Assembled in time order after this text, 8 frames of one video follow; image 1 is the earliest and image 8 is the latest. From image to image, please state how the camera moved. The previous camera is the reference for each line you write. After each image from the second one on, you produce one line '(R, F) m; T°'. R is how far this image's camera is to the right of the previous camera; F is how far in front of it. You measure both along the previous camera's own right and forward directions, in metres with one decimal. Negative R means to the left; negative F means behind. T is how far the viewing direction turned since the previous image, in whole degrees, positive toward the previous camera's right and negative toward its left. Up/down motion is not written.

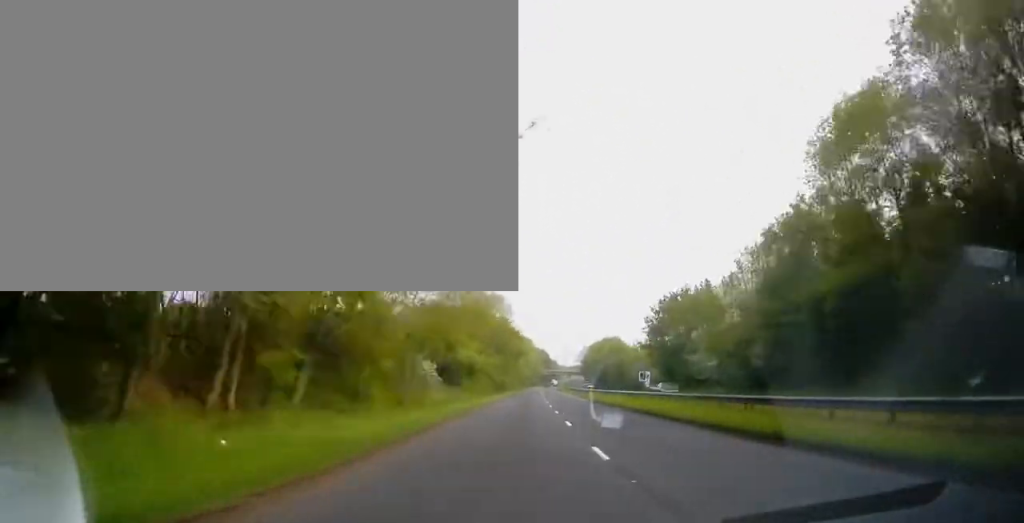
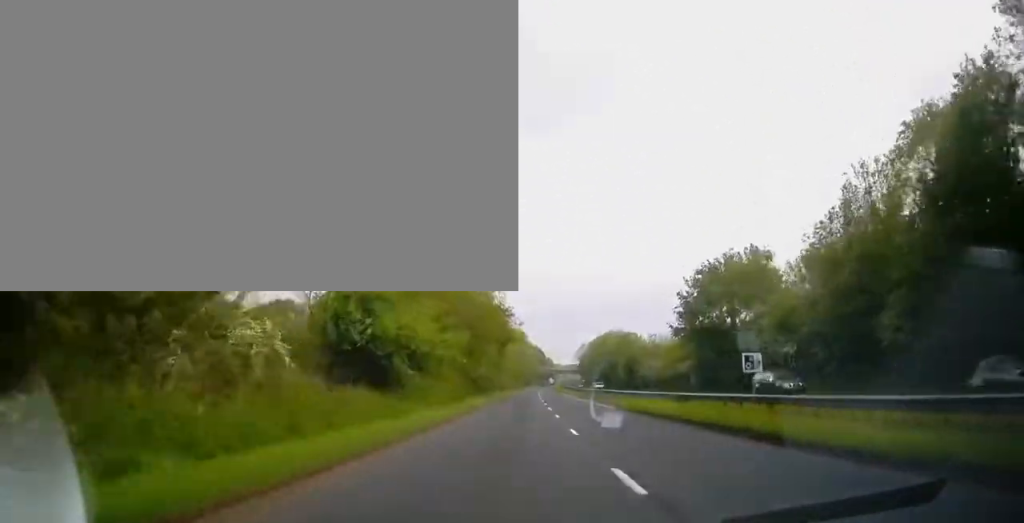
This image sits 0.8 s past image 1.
(+0.2, +22.4) m; 0°
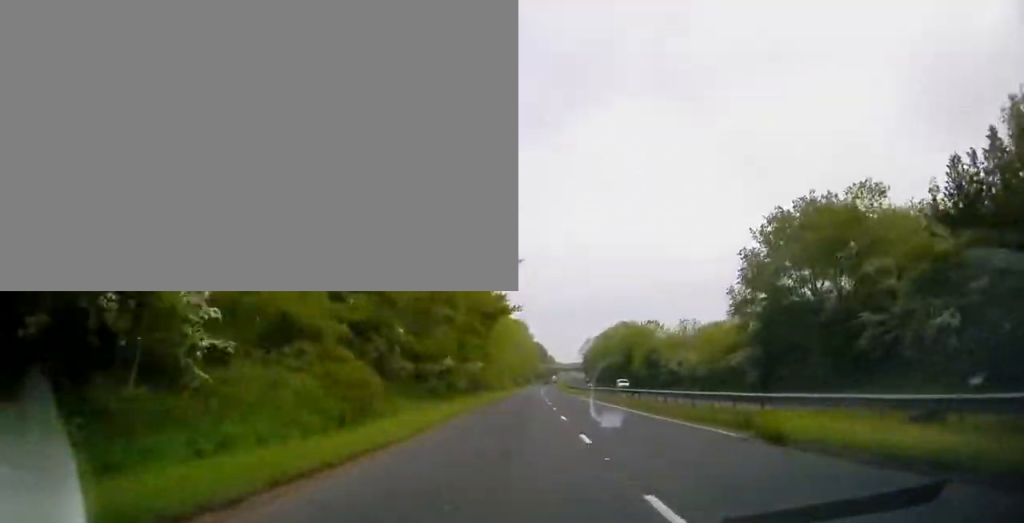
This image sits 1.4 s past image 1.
(0.0, +19.7) m; 0°
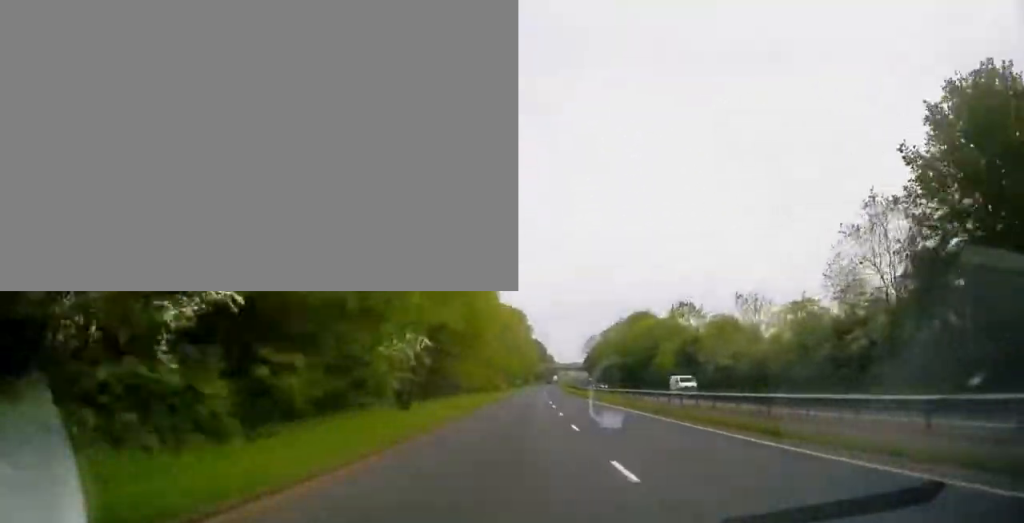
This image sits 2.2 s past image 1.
(+0.1, +22.7) m; 0°
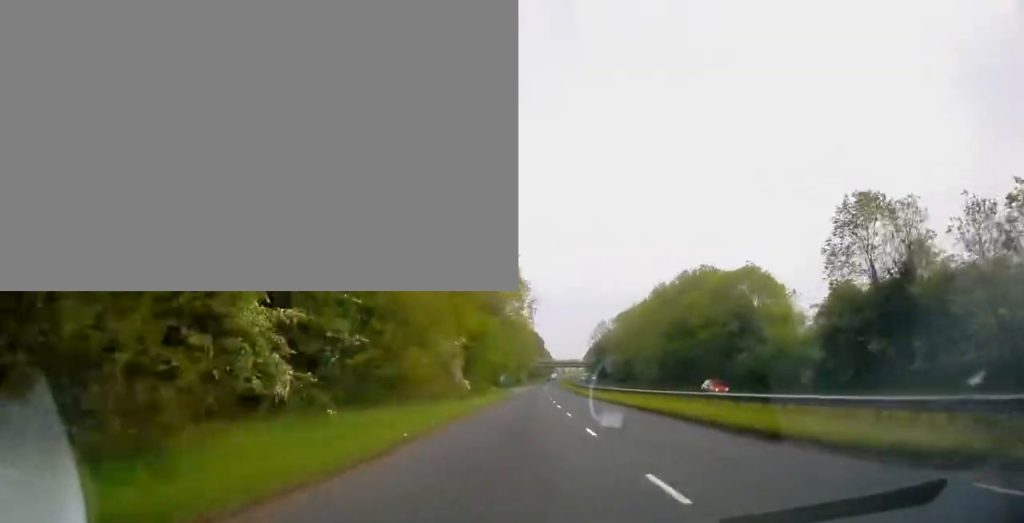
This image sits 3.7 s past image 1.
(+0.3, +44.6) m; 0°
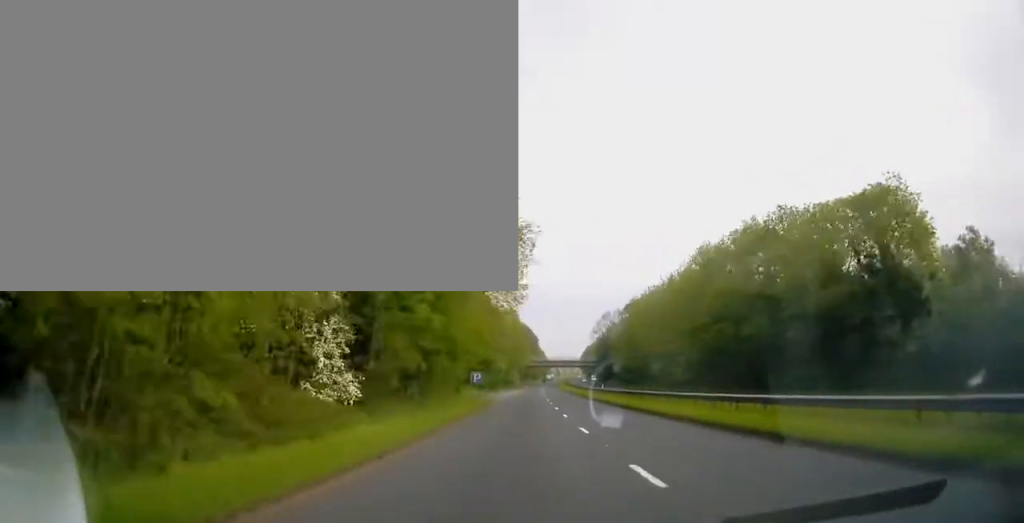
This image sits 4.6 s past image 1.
(0.0, +26.9) m; 0°
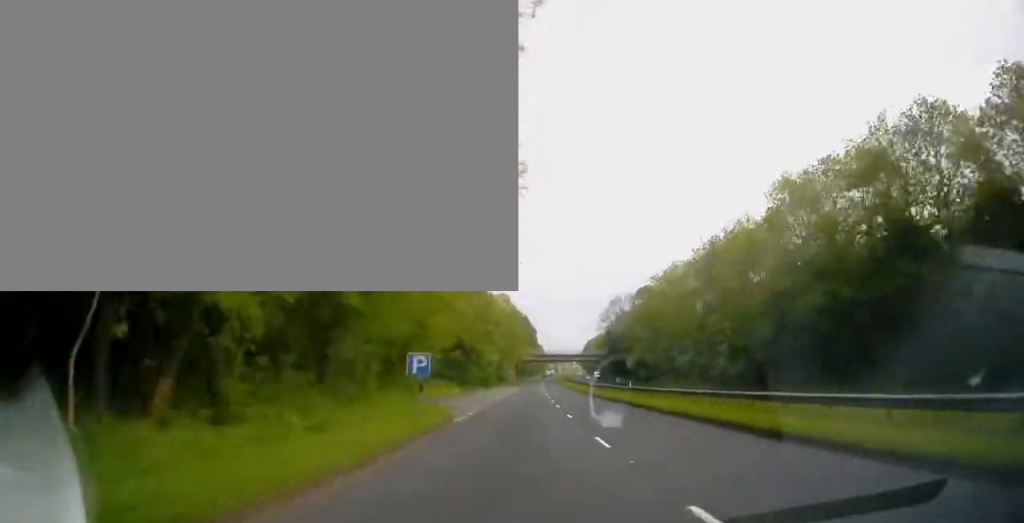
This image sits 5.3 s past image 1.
(+0.1, +21.1) m; +1°
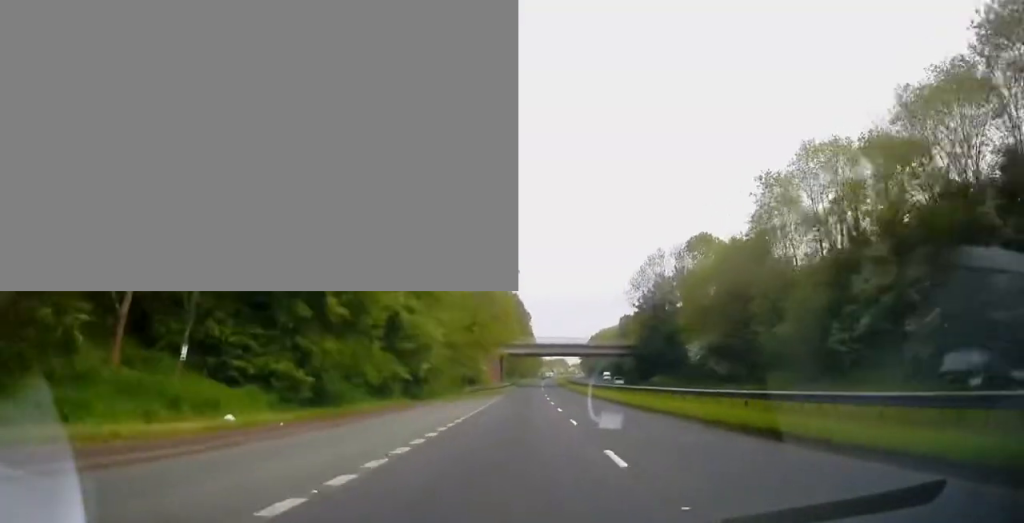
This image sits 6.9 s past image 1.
(+0.4, +46.9) m; +1°
